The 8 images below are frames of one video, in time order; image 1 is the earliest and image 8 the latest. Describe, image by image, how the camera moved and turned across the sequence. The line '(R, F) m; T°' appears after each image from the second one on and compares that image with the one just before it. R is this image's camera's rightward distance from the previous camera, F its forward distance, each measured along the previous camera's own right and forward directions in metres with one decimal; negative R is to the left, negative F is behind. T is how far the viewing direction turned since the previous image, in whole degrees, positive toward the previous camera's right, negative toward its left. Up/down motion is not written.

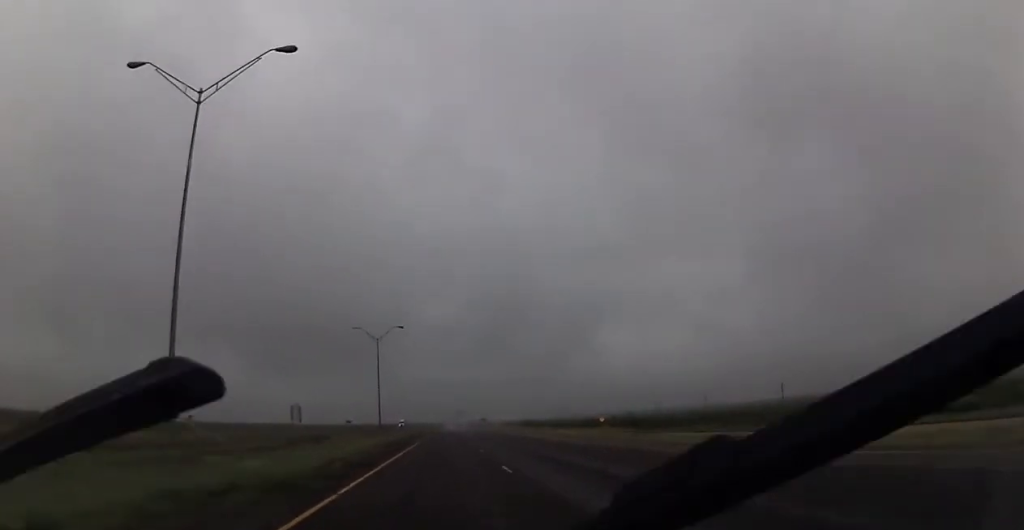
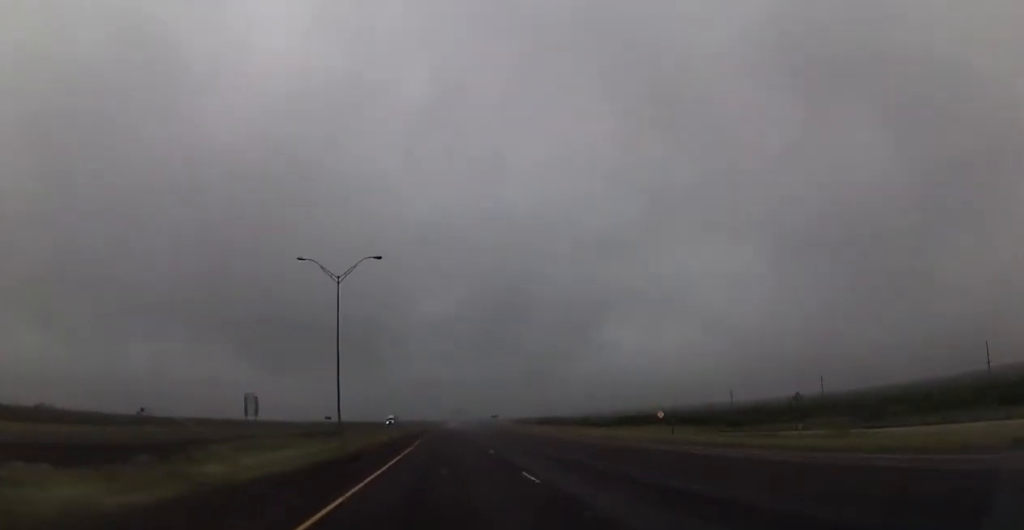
(0.0, +39.8) m; 0°
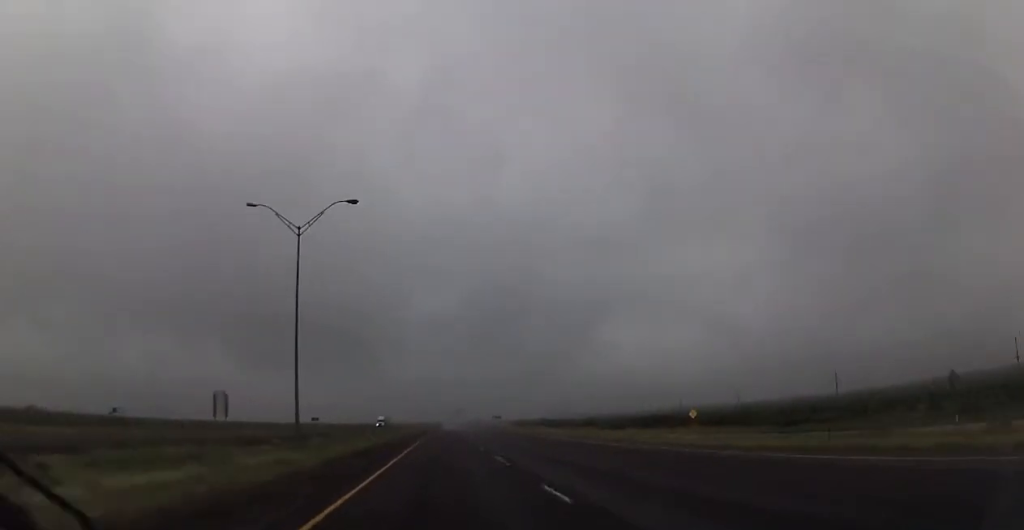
(+0.1, +15.7) m; 0°
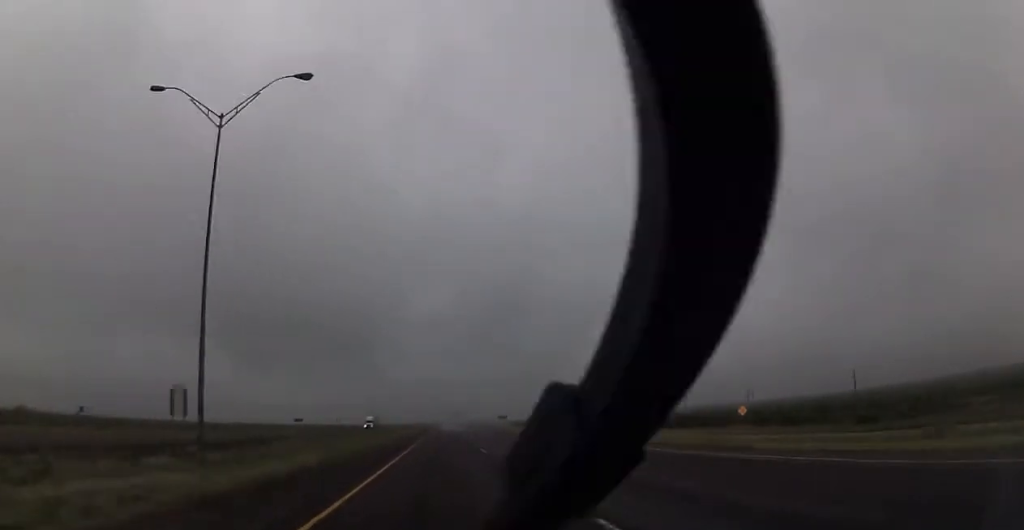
(0.0, +17.0) m; 0°
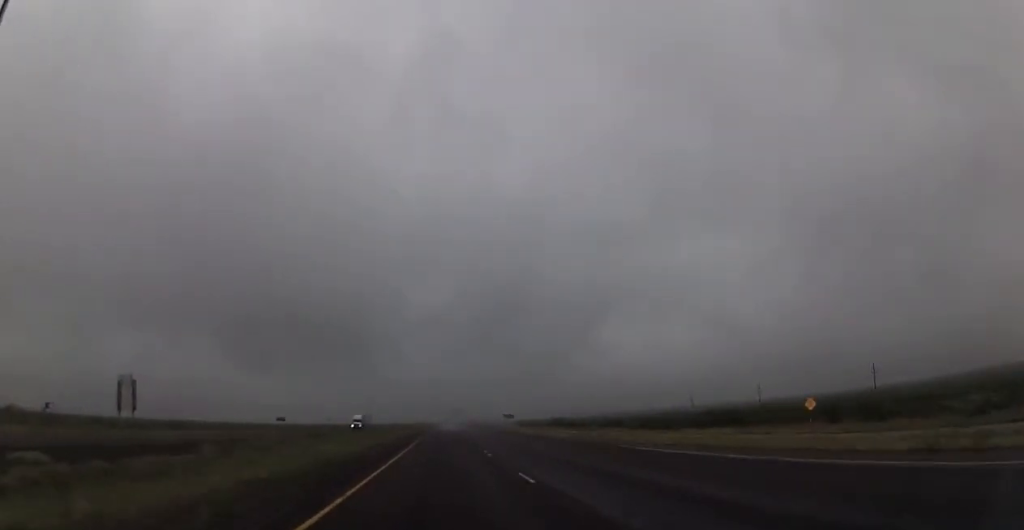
(-0.1, +15.8) m; 0°
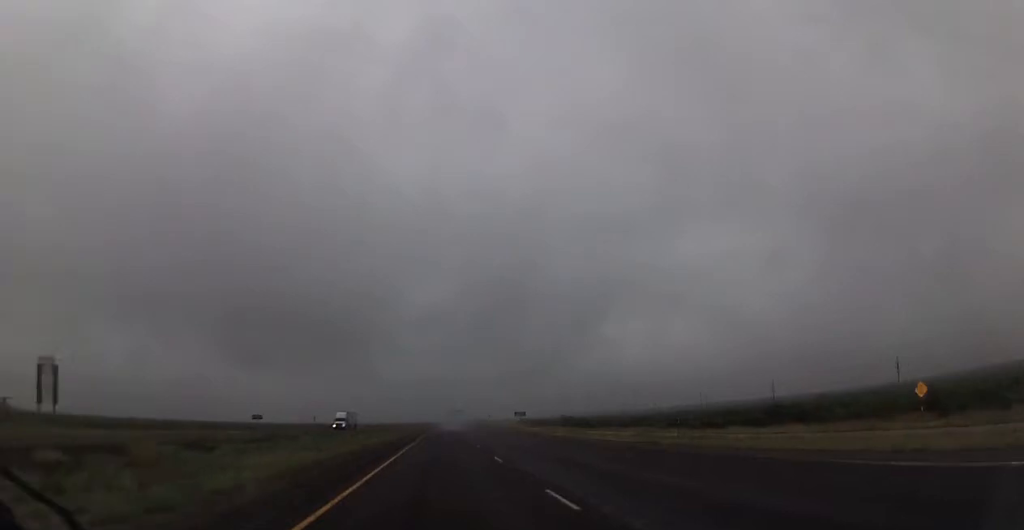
(+0.1, +17.1) m; 0°
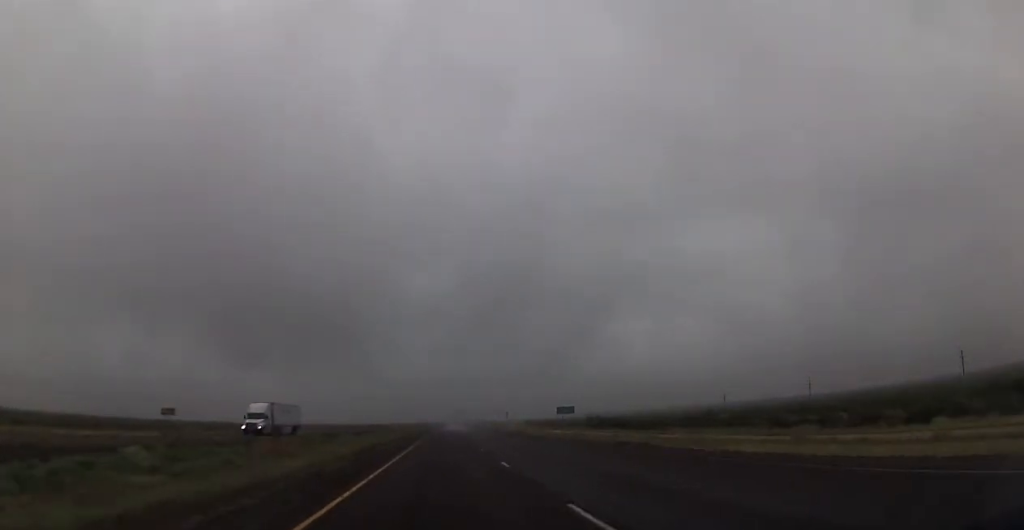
(-0.2, +38.9) m; 0°
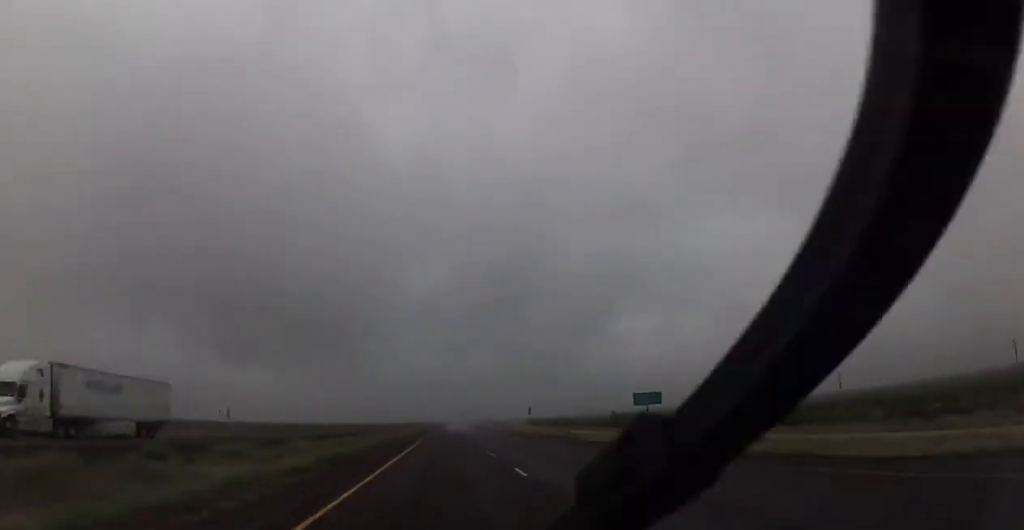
(-0.1, +27.9) m; 0°
